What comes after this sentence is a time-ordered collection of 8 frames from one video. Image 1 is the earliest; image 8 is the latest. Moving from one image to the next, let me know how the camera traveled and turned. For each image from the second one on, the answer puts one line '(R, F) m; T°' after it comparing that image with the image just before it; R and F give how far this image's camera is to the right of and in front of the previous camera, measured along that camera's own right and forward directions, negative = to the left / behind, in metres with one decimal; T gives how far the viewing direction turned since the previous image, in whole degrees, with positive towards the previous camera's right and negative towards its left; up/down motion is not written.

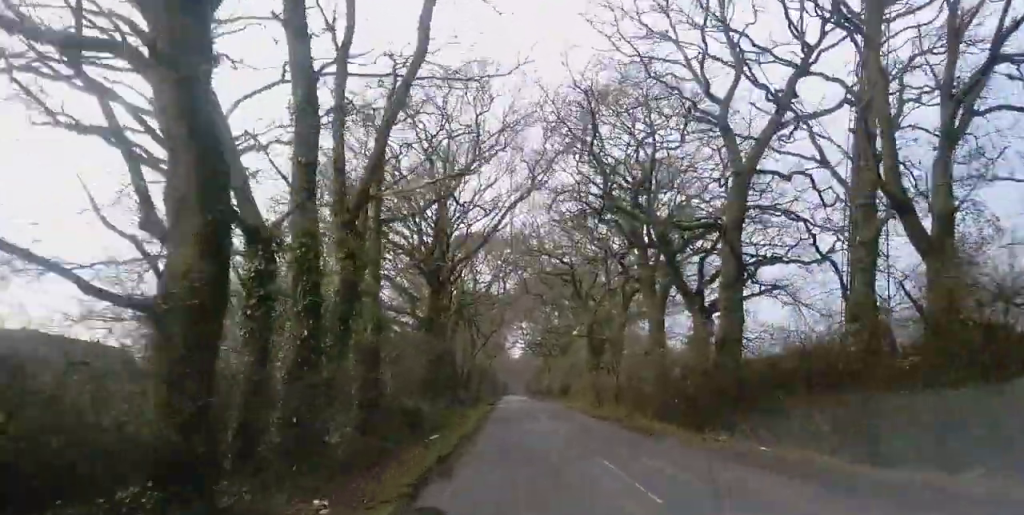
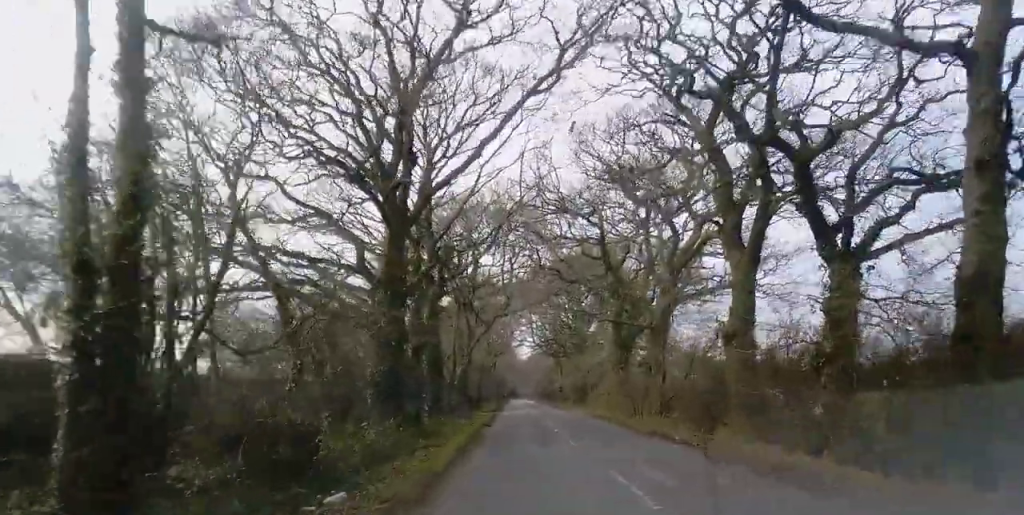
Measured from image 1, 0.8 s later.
(+0.1, +12.6) m; +2°
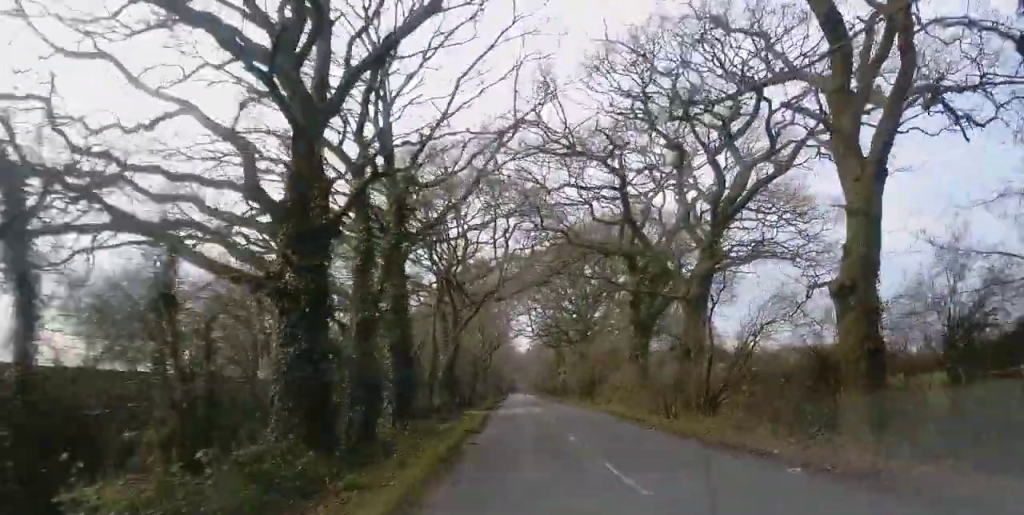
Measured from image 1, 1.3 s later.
(+0.2, +8.0) m; +1°
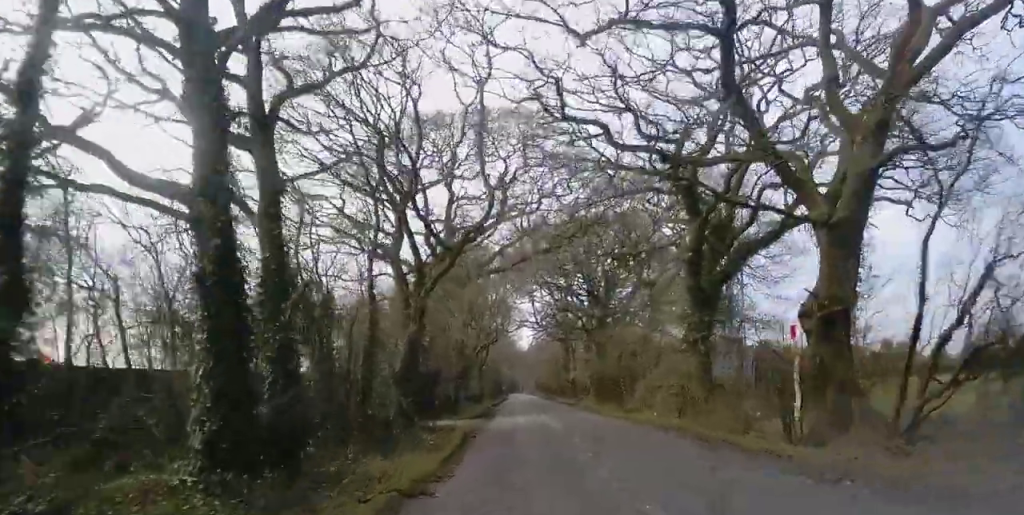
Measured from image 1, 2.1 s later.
(+0.2, +12.9) m; 0°
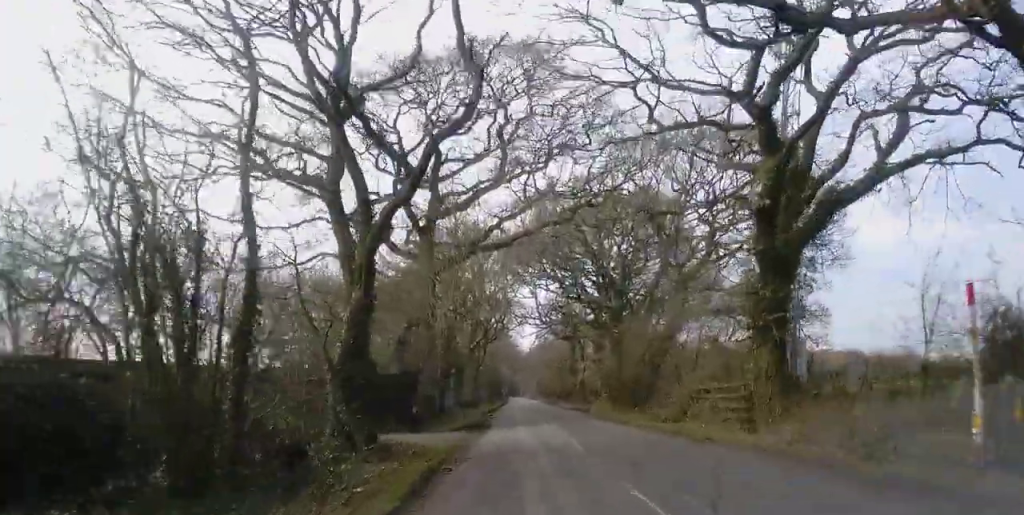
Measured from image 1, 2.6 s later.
(+0.2, +8.1) m; -1°
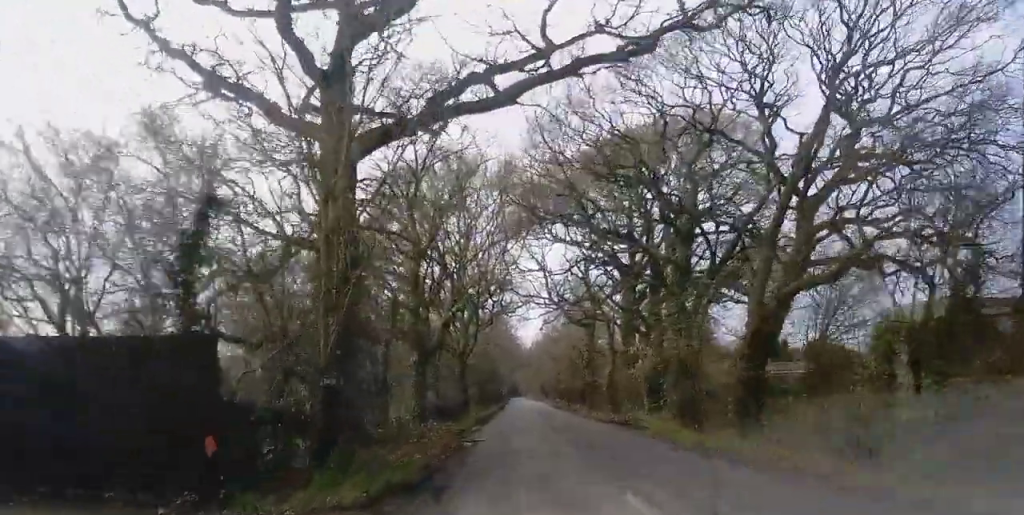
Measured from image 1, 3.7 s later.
(-0.6, +17.1) m; -2°
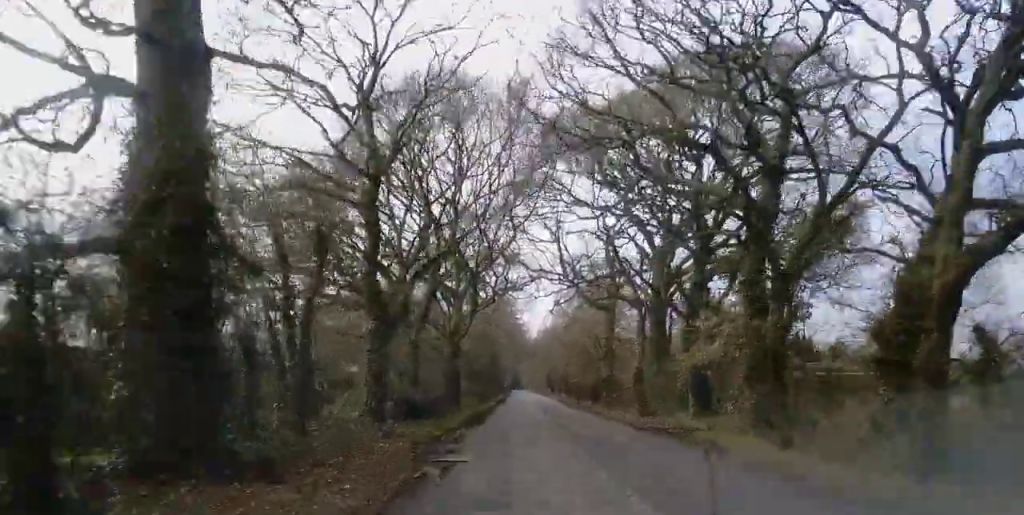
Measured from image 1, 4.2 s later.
(0.0, +8.9) m; +1°
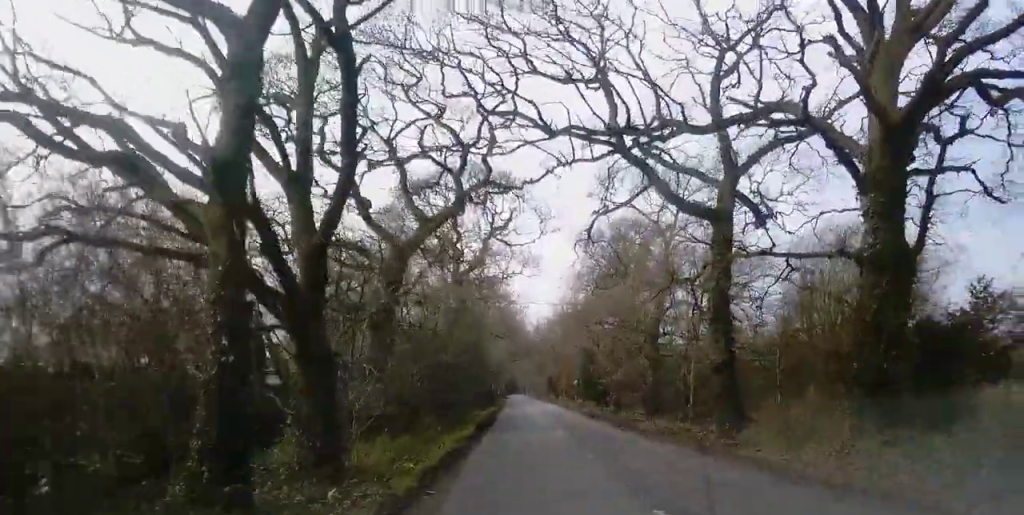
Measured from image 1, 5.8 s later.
(+0.7, +26.5) m; +3°
